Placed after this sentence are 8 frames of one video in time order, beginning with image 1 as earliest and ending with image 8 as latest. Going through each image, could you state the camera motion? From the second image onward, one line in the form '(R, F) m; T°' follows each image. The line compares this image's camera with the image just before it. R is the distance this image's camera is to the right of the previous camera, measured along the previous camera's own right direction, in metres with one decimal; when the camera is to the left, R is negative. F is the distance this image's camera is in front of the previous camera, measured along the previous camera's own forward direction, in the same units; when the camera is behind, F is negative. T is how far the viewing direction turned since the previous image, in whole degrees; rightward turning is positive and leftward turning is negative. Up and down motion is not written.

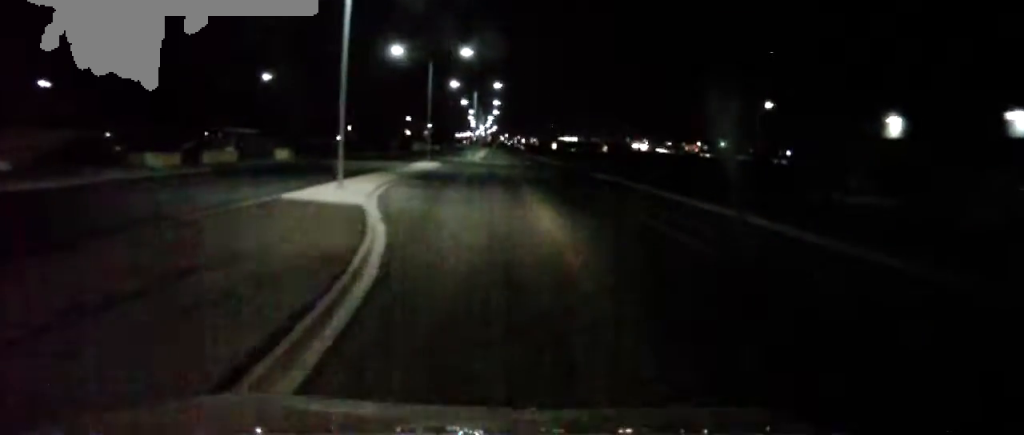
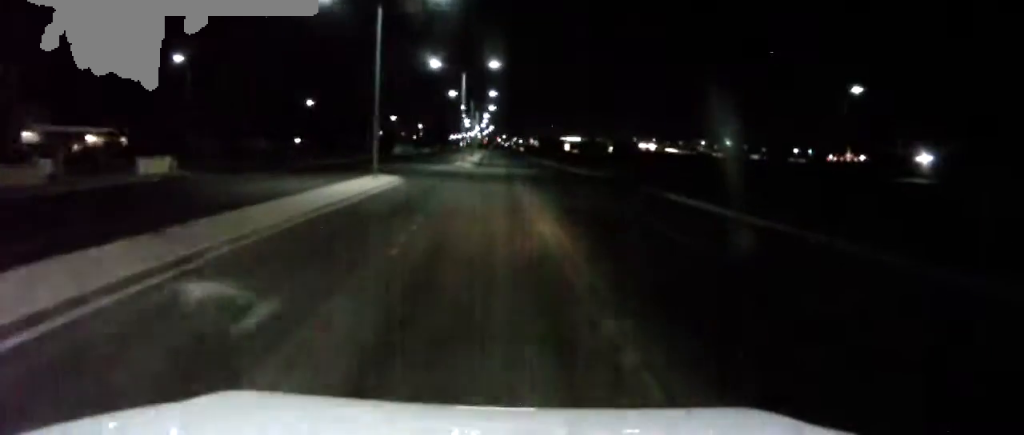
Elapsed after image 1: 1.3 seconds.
(+0.1, +24.1) m; +1°
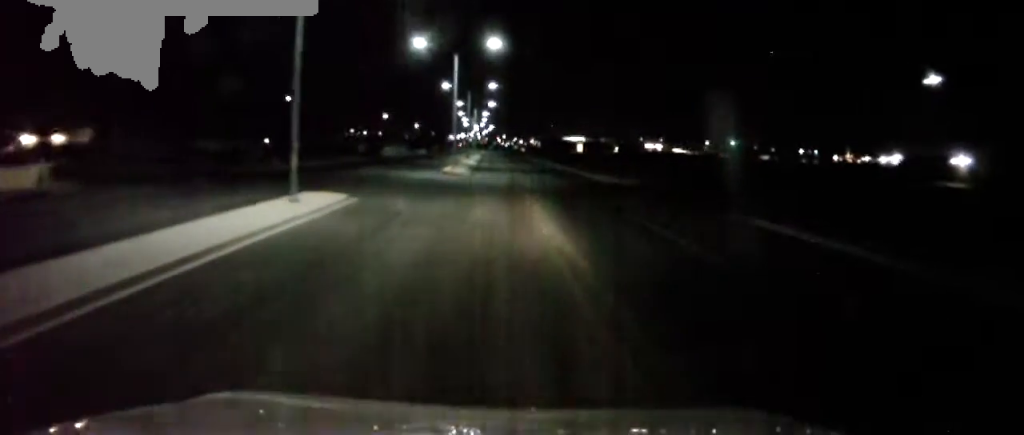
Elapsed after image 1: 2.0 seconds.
(0.0, +13.7) m; 0°
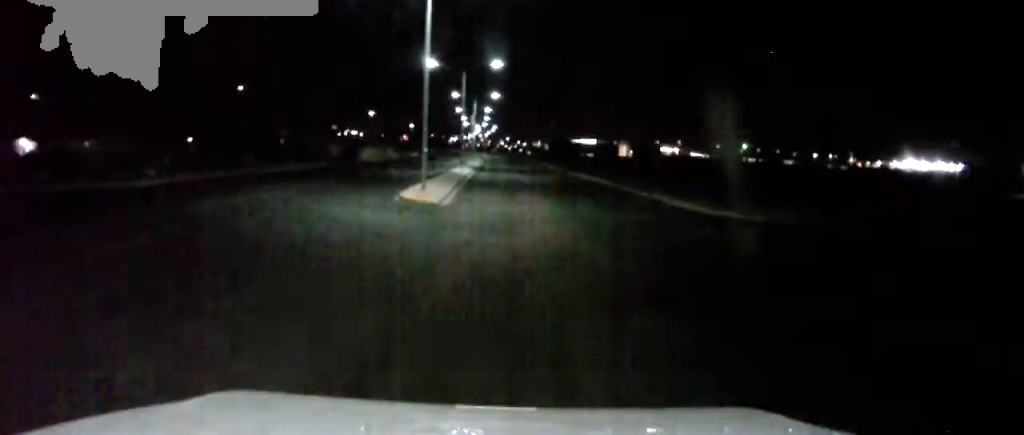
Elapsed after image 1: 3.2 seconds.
(0.0, +23.8) m; +1°
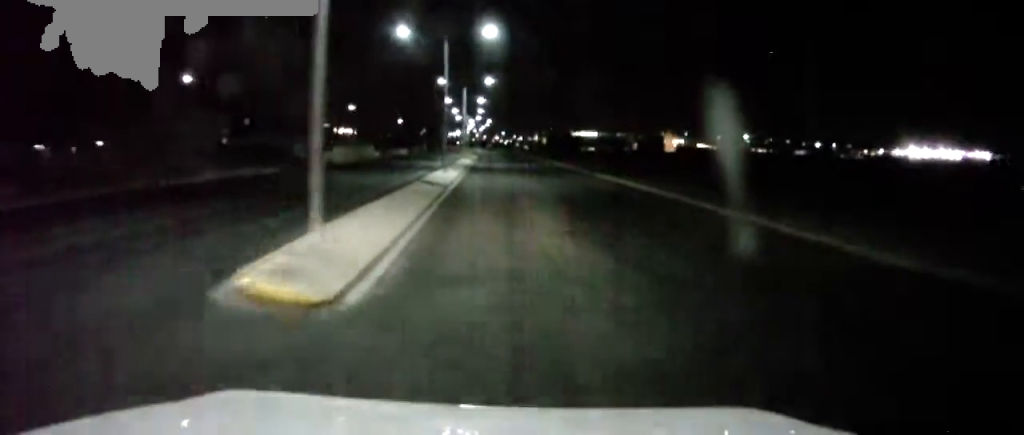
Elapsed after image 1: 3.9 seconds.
(+0.1, +15.4) m; +1°
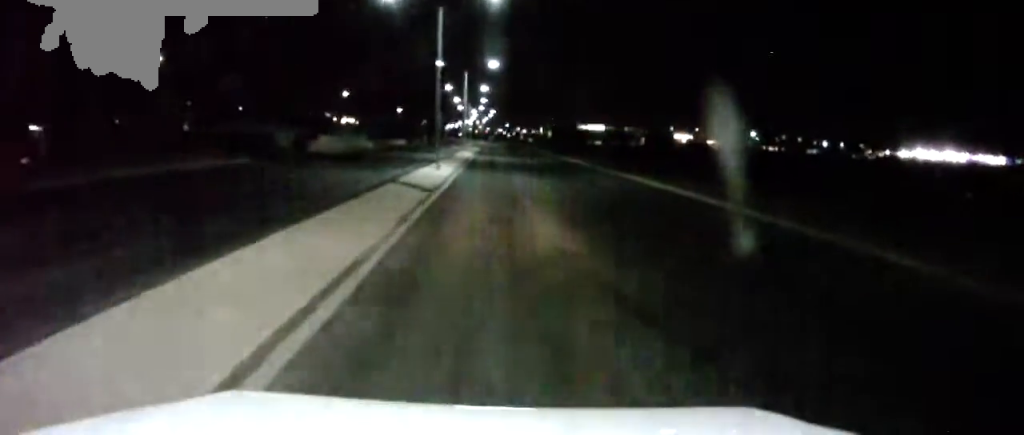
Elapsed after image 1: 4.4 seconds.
(0.0, +8.8) m; 0°
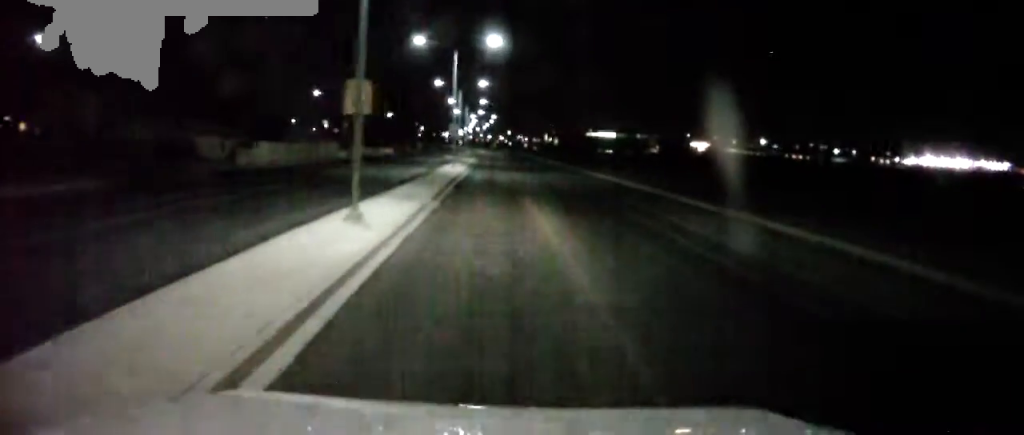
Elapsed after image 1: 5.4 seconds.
(0.0, +20.4) m; 0°
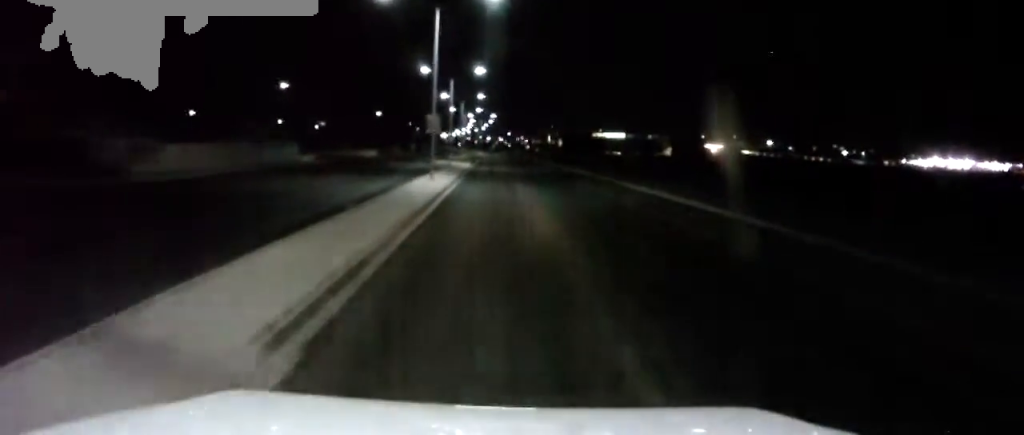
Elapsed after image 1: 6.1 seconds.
(-0.1, +15.9) m; 0°
